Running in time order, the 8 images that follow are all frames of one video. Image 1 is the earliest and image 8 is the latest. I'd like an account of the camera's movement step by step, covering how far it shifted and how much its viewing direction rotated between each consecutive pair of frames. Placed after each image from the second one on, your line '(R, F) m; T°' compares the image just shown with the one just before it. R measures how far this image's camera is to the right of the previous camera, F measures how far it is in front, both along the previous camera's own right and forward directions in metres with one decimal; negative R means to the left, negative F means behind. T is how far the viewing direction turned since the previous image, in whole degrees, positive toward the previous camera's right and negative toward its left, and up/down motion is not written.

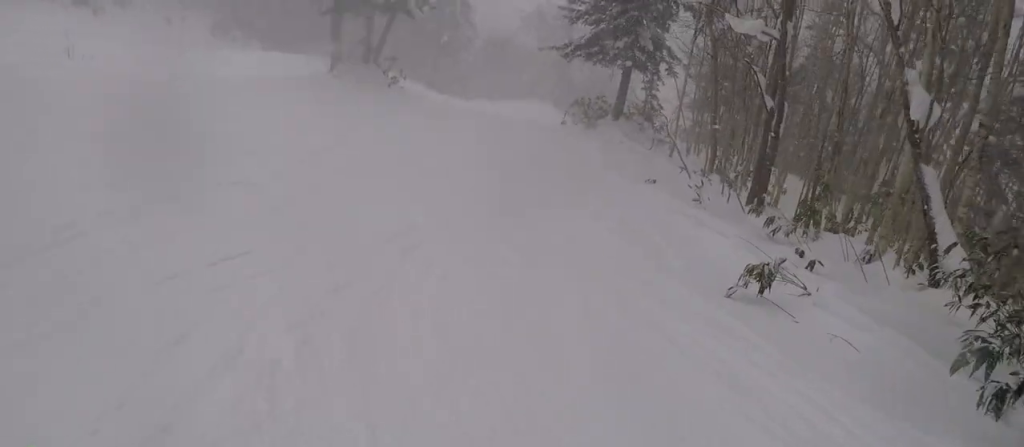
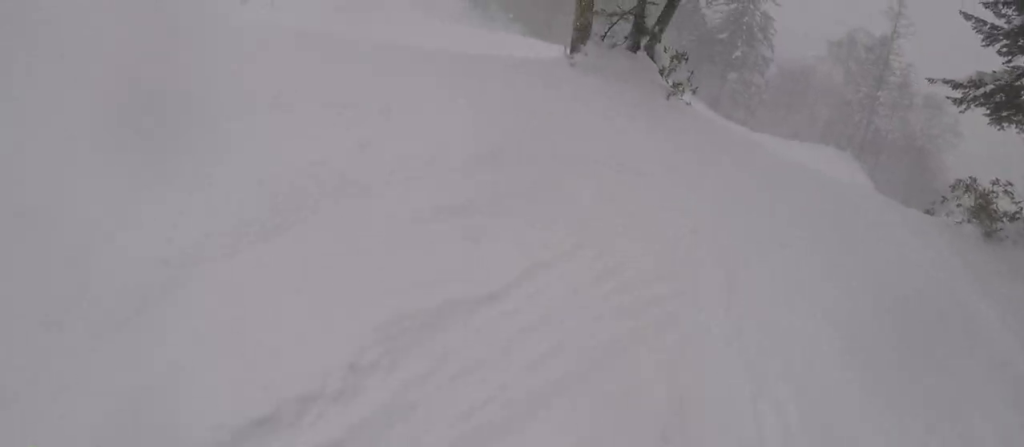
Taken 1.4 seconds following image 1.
(-2.2, +9.4) m; -32°
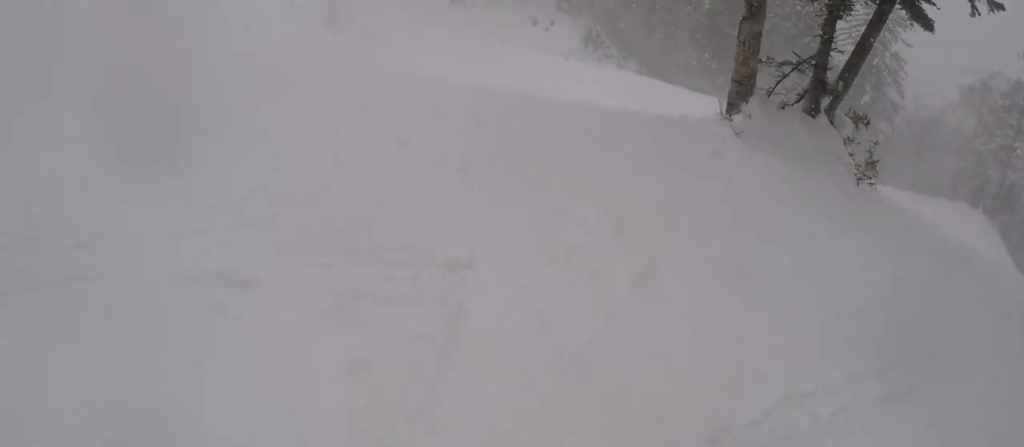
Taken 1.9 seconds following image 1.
(-0.3, +3.2) m; -12°
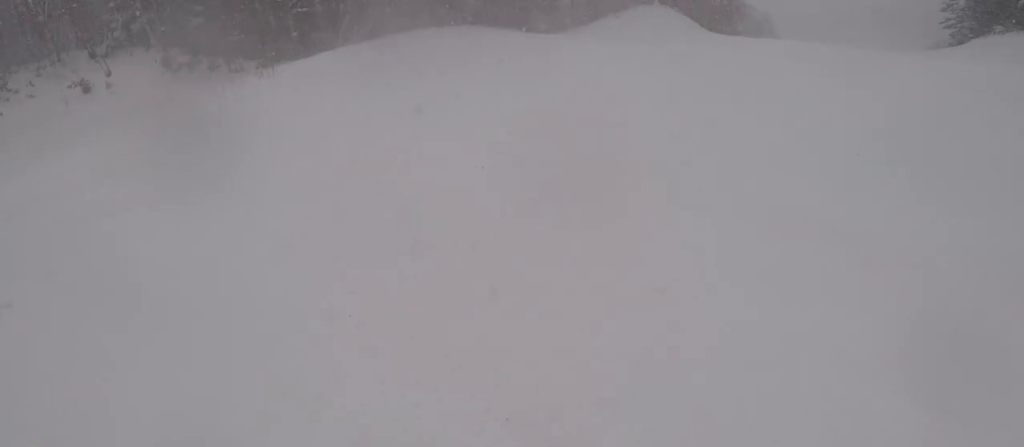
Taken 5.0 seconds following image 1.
(+2.3, +19.3) m; +37°
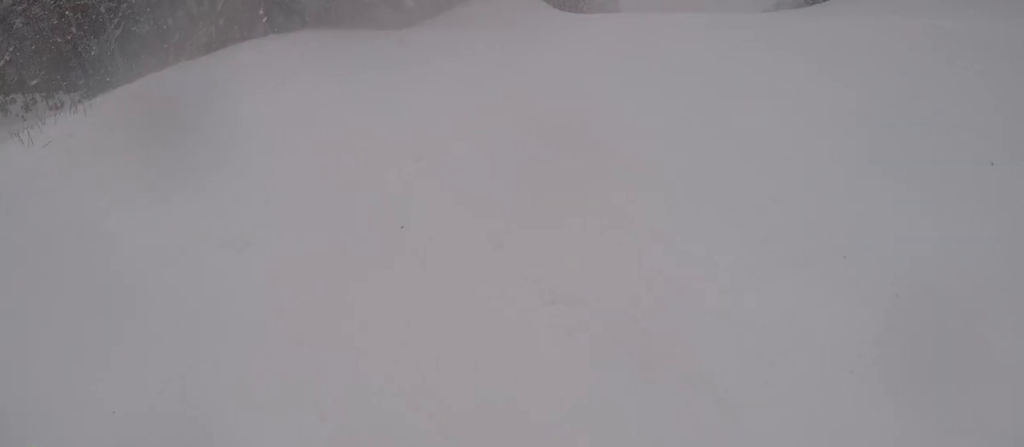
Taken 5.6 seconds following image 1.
(+0.2, +3.2) m; +13°
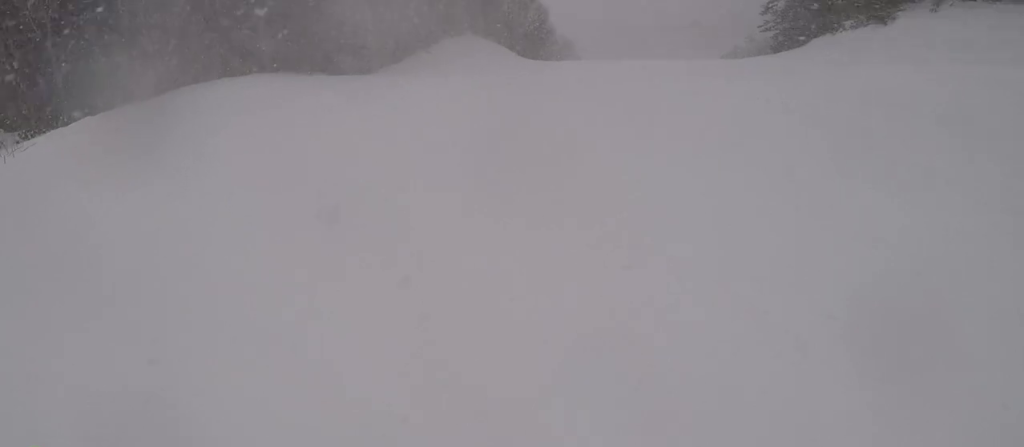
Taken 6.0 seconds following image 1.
(+0.2, +2.5) m; +5°
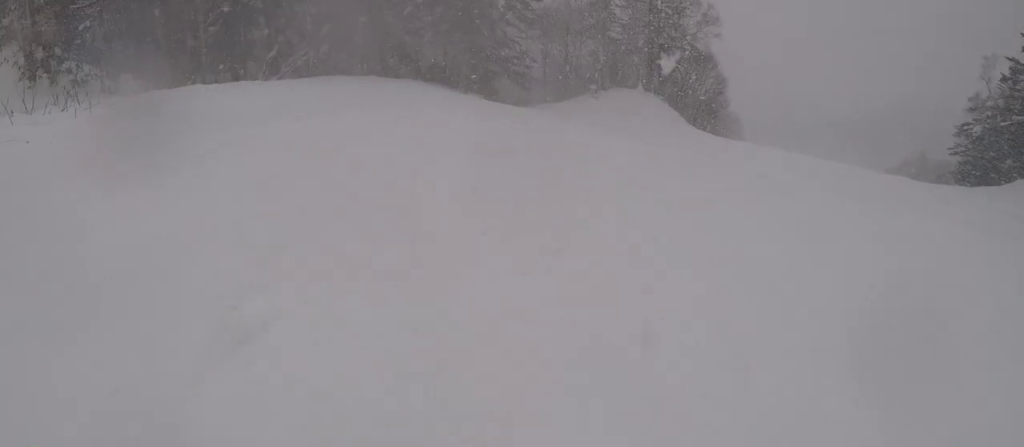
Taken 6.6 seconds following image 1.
(+0.9, +3.5) m; -2°
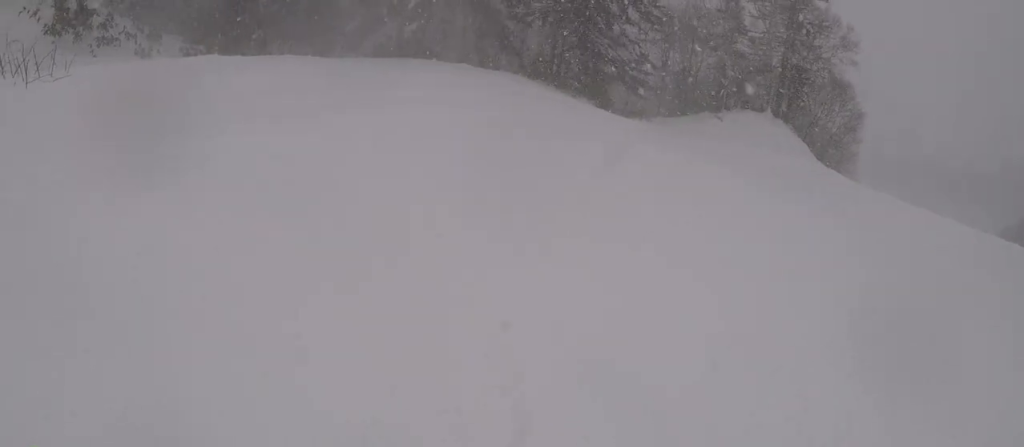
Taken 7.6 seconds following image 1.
(-0.9, +4.6) m; -5°
